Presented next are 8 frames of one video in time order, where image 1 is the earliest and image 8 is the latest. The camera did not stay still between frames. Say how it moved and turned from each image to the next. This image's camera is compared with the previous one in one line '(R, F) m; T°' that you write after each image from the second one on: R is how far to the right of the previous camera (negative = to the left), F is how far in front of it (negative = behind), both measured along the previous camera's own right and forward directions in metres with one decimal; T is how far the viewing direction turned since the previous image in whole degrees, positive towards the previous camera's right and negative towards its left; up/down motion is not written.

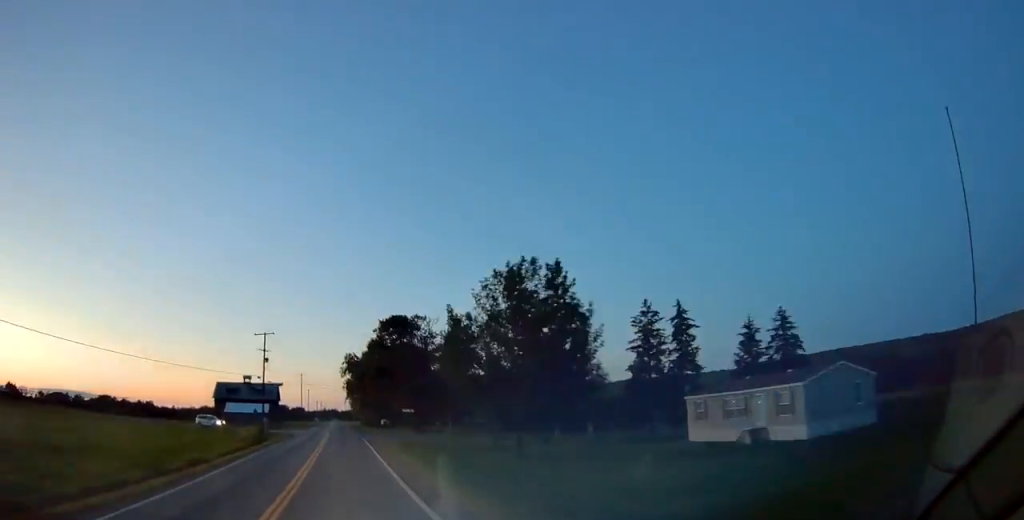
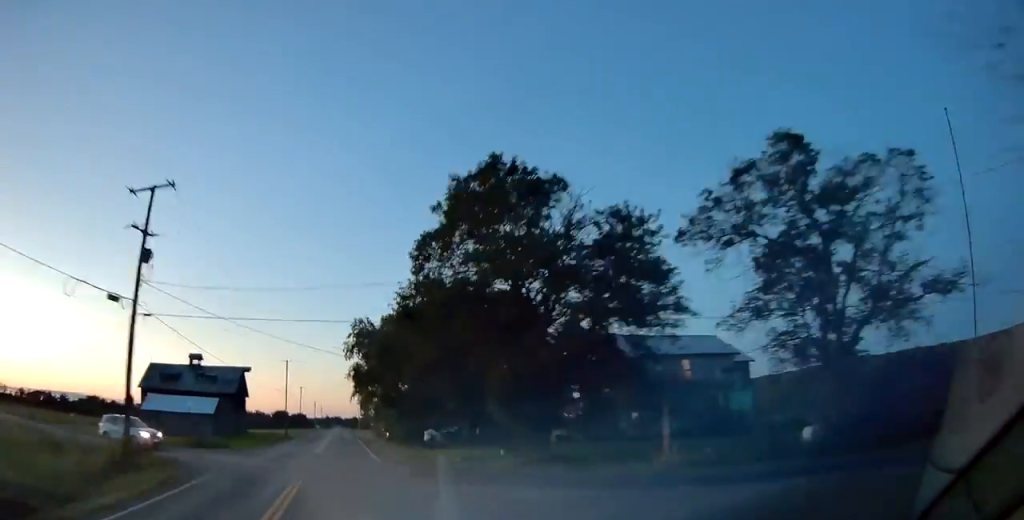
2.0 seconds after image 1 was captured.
(-0.1, +43.7) m; 0°
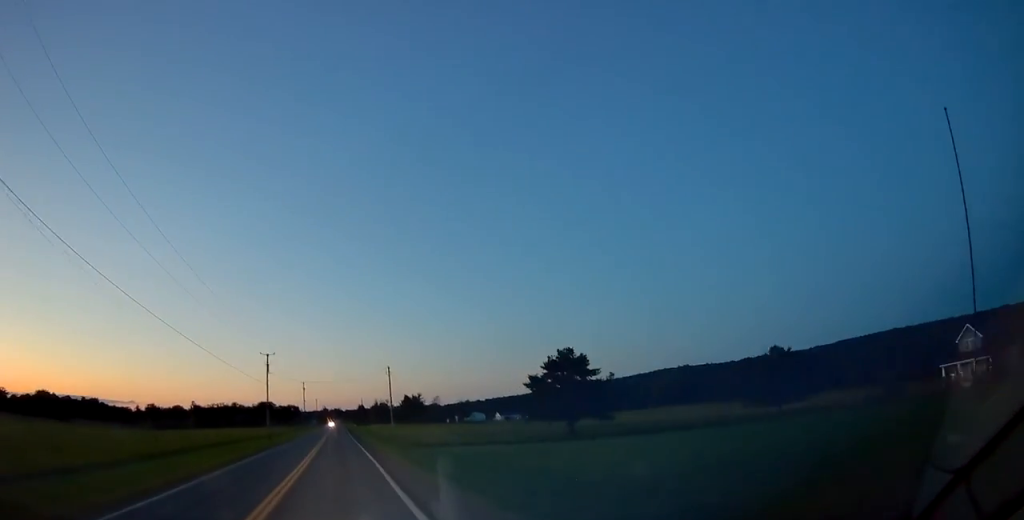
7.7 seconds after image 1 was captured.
(-0.4, +124.9) m; 0°
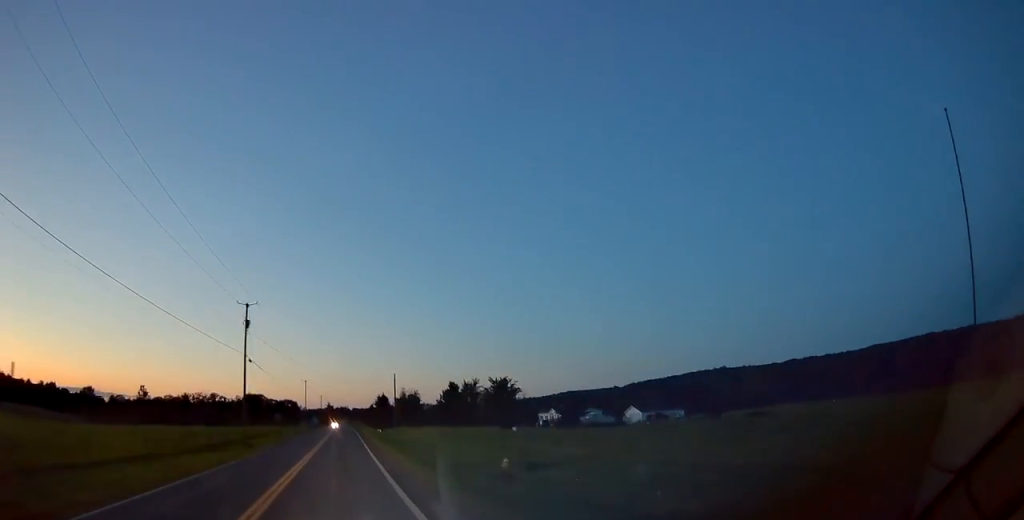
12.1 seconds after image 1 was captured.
(-0.5, +95.6) m; 0°
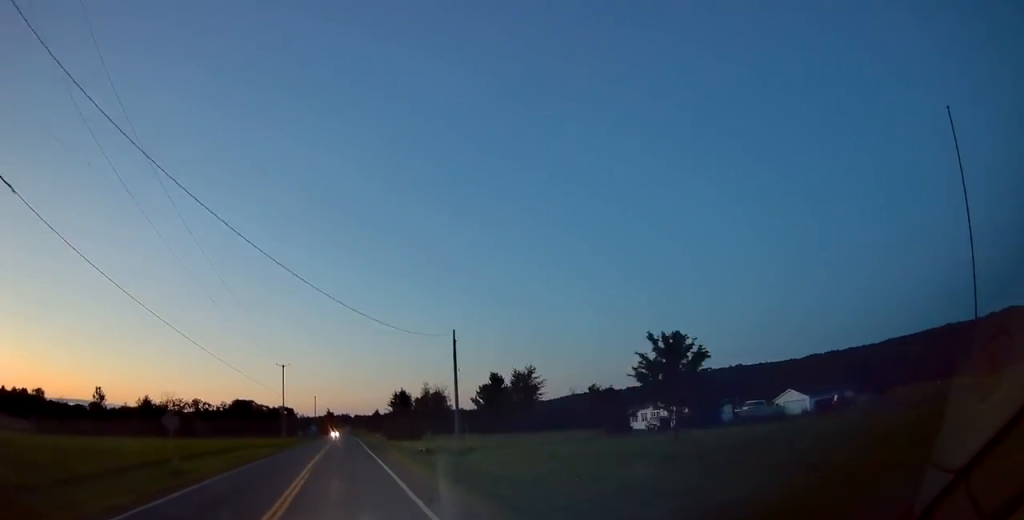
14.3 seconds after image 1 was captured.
(0.0, +46.3) m; 0°
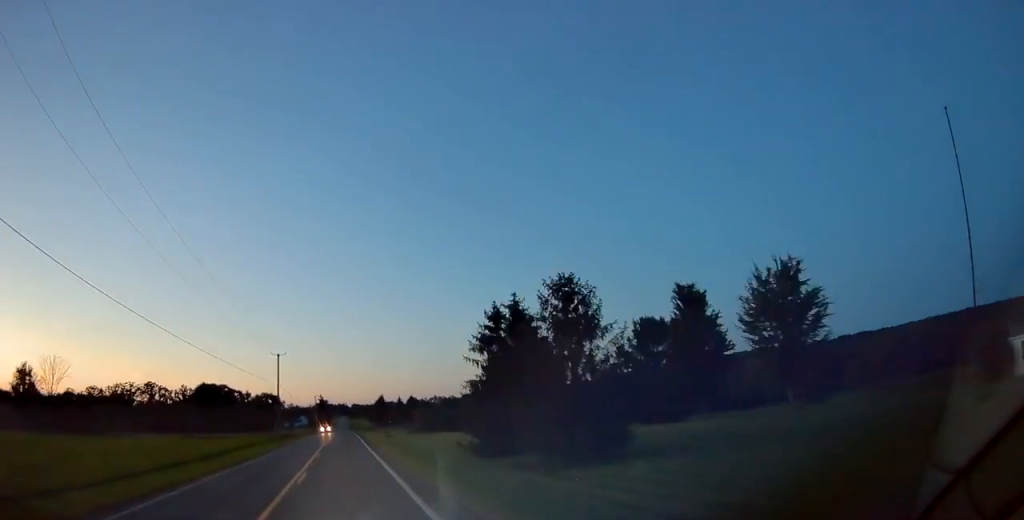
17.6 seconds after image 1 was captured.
(+0.2, +72.4) m; 0°
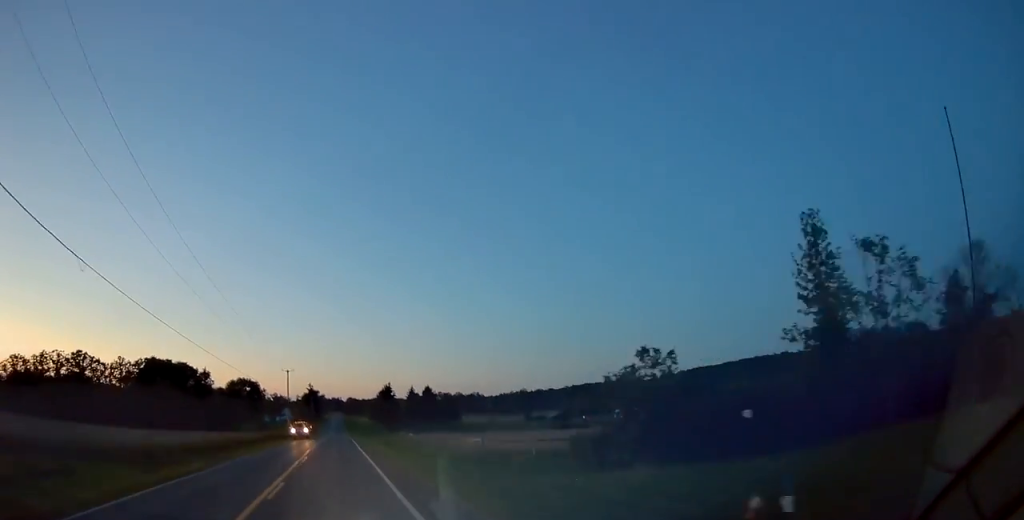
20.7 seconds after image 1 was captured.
(+0.4, +66.4) m; 0°
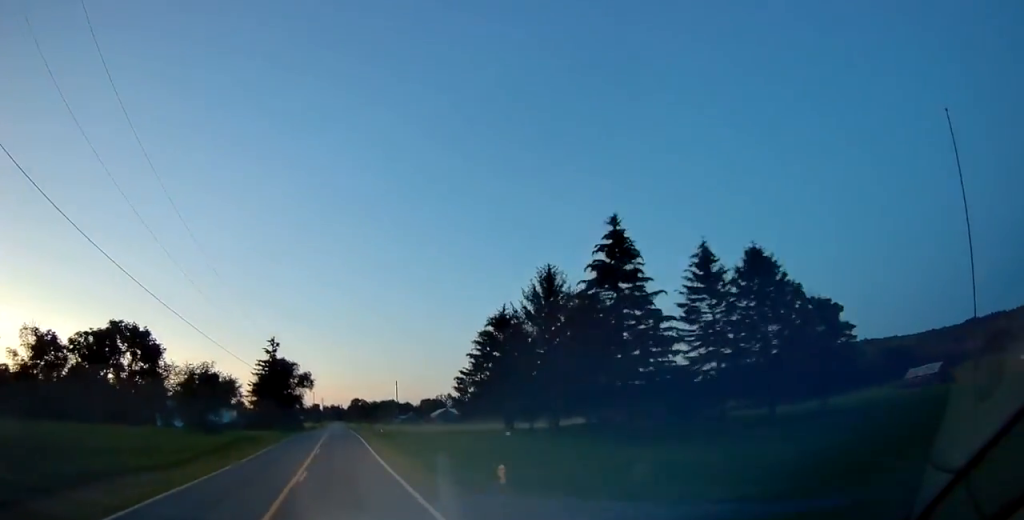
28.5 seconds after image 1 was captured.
(-0.2, +169.6) m; 0°
